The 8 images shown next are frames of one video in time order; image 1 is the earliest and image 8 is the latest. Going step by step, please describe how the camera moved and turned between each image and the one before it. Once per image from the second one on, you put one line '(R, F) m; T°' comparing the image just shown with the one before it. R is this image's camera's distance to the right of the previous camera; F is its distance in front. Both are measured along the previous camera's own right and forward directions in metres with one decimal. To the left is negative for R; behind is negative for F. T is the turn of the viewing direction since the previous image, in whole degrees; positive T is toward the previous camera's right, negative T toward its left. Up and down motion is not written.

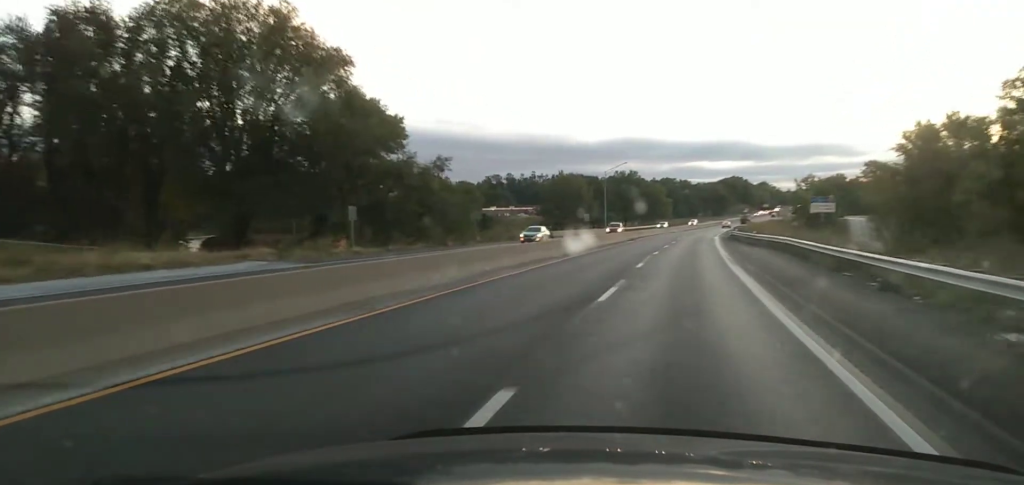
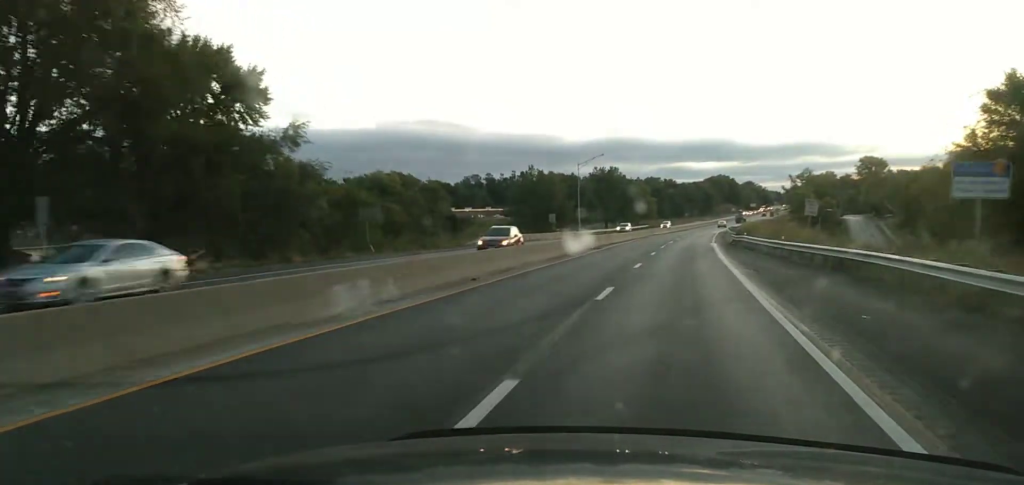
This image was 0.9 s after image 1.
(+0.1, +22.8) m; +1°
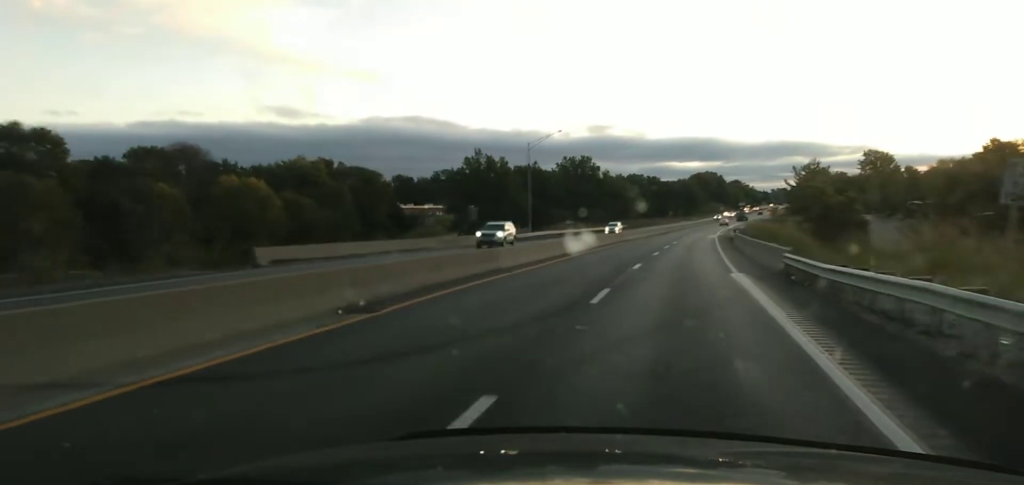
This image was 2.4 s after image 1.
(+0.3, +36.2) m; +1°
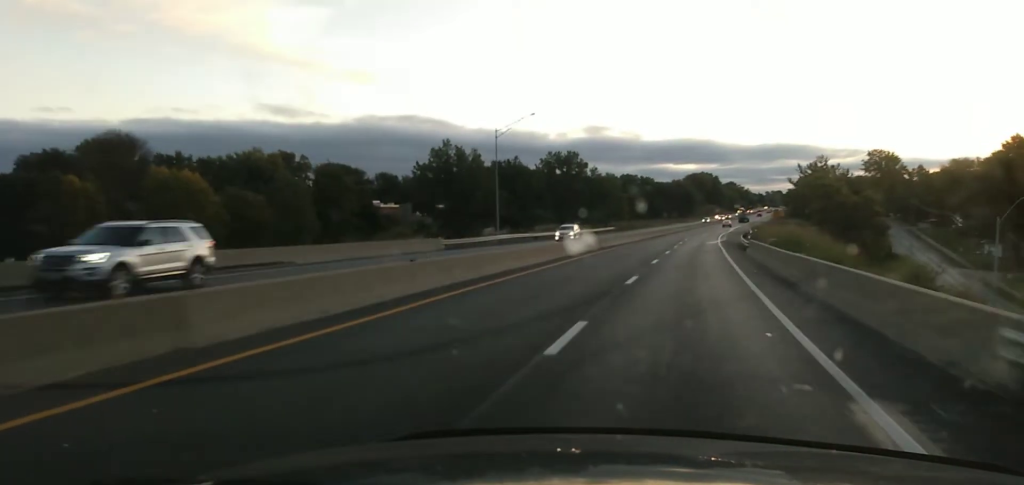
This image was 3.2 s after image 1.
(+0.2, +19.9) m; +1°
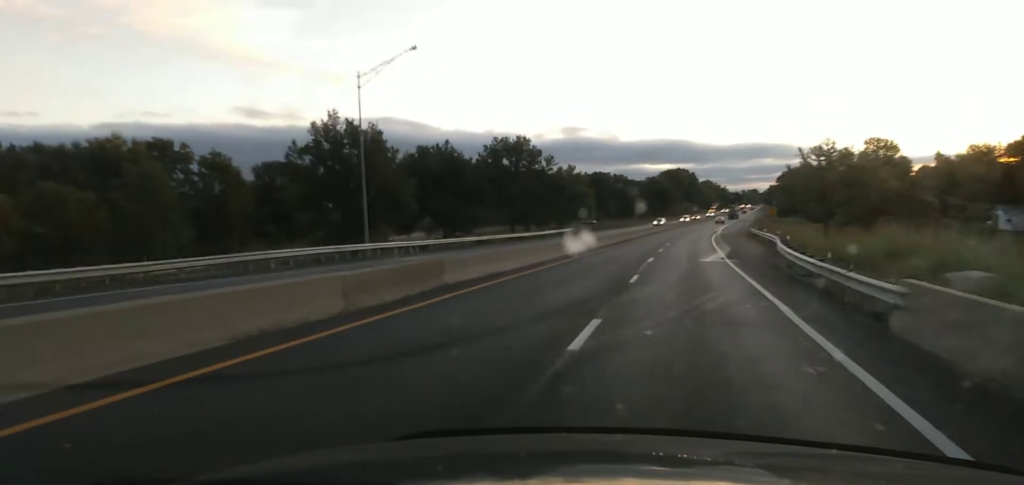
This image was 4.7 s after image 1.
(+0.3, +35.8) m; +1°
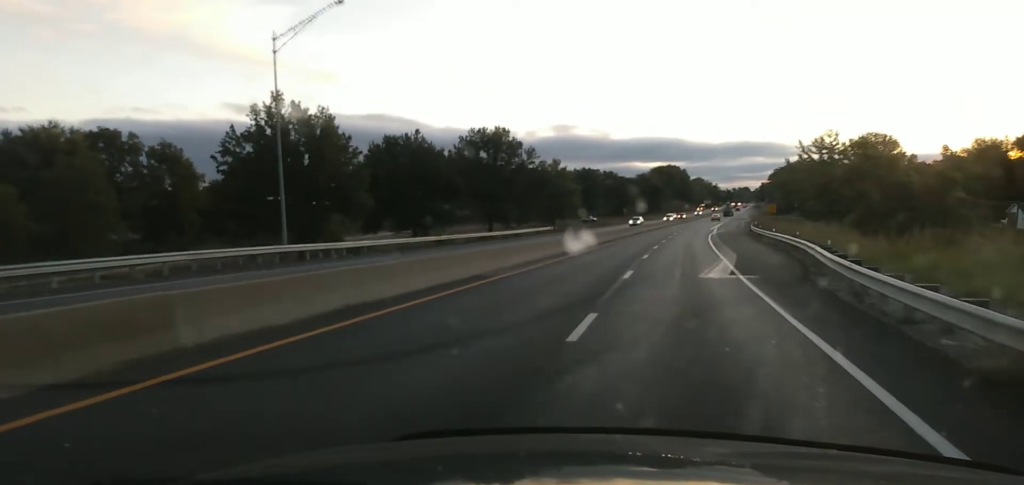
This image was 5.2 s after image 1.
(0.0, +12.2) m; +1°
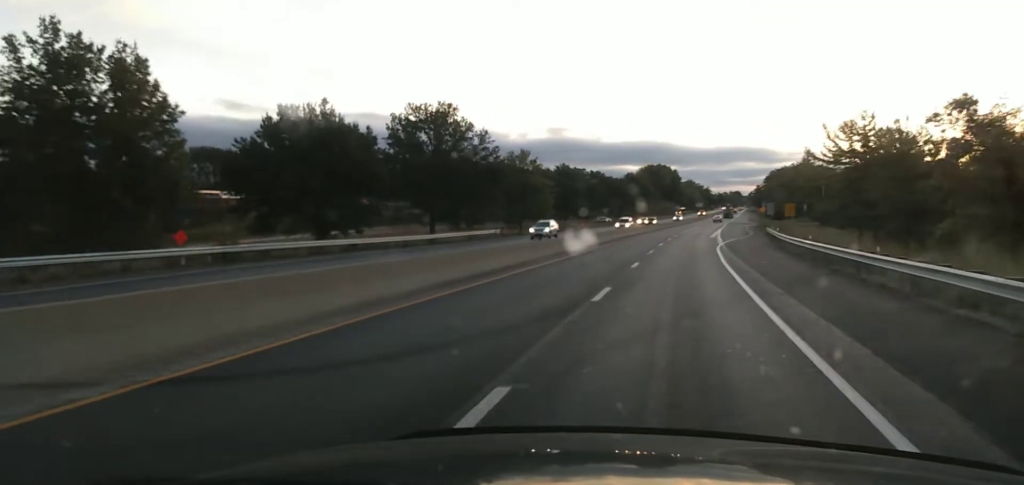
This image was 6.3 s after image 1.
(+0.4, +28.9) m; +1°
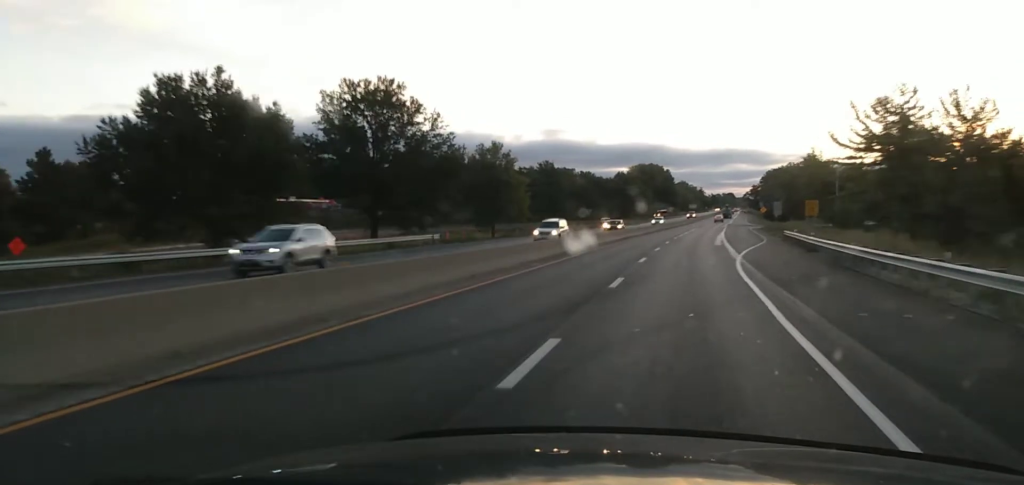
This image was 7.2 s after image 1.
(+0.1, +21.7) m; +1°
